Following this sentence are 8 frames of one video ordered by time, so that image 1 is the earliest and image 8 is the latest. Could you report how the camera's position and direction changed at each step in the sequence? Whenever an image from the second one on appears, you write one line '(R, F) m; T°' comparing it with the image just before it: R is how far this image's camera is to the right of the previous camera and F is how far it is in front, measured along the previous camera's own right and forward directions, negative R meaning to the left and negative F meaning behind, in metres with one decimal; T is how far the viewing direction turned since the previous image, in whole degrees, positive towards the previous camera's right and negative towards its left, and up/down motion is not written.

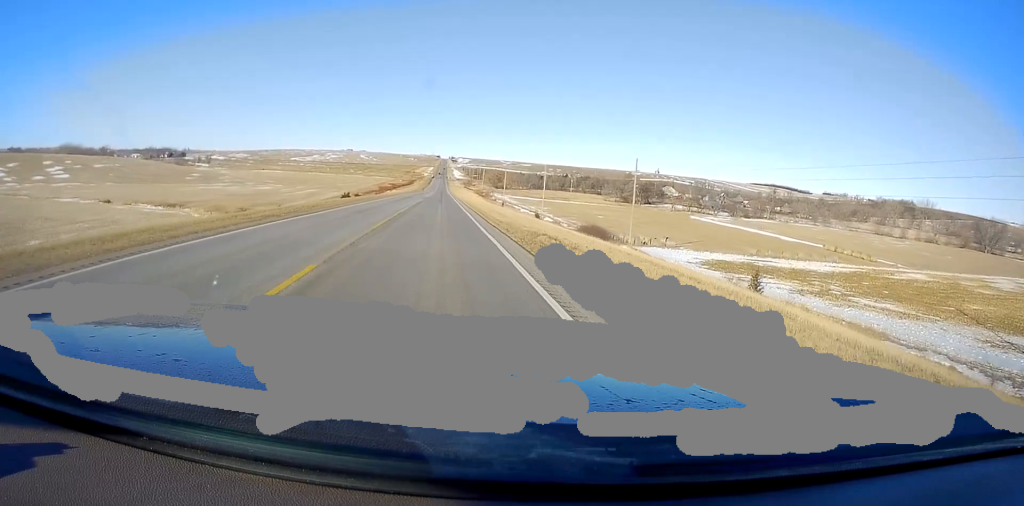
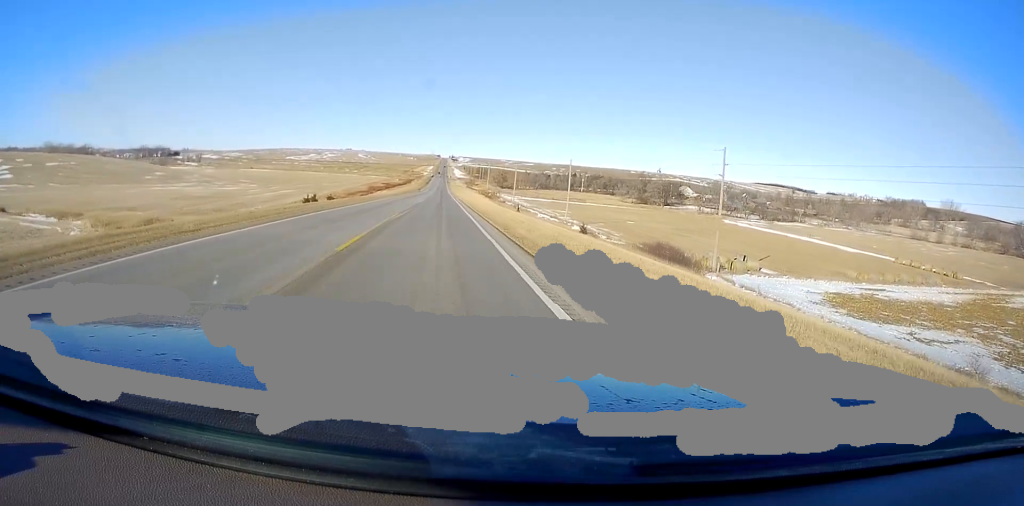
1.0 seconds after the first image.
(+0.3, +31.2) m; 0°
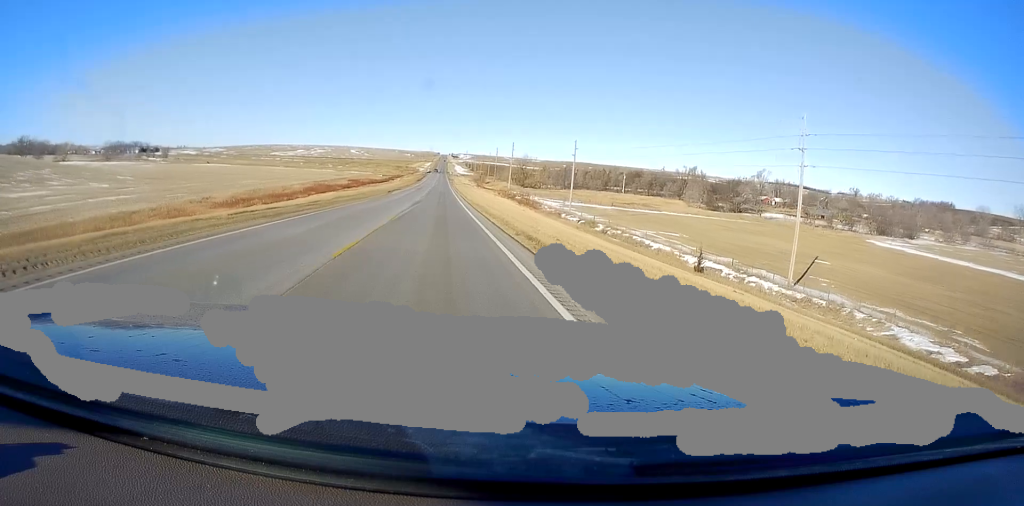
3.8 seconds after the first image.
(-0.6, +86.2) m; 0°
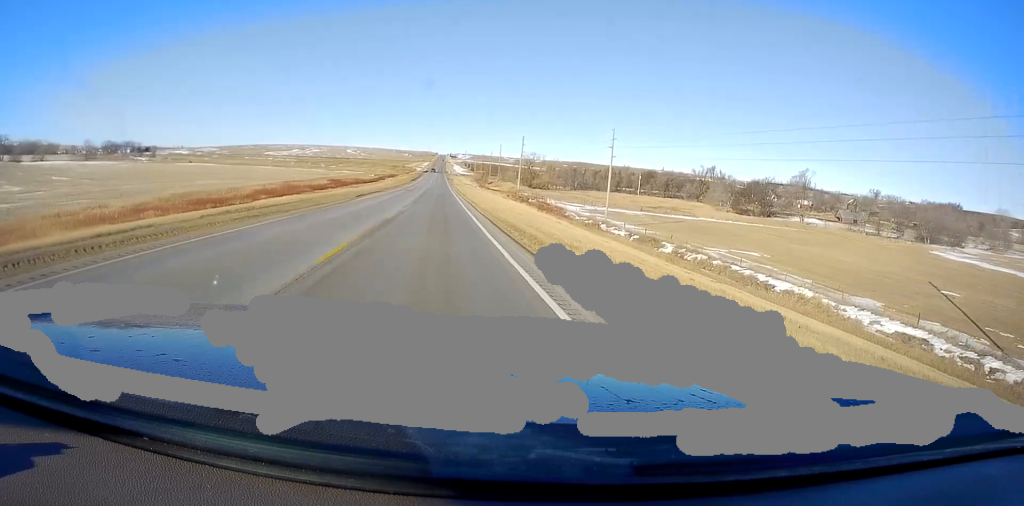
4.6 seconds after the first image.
(+0.3, +25.3) m; 0°
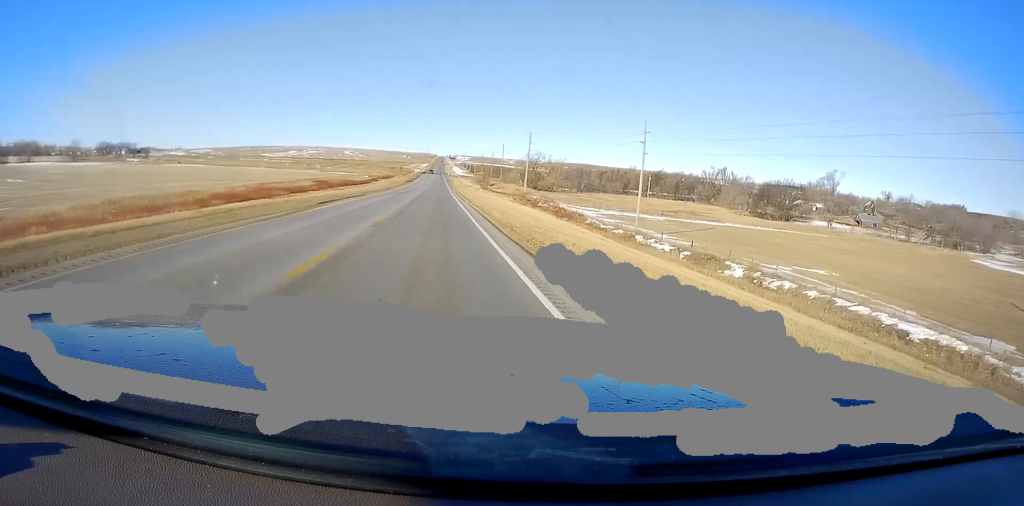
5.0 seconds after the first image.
(-0.2, +14.0) m; 0°
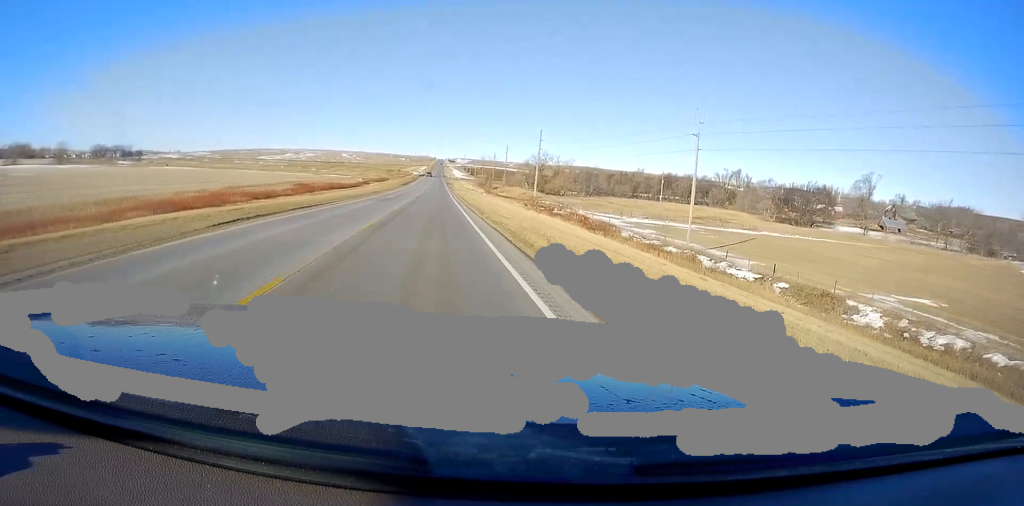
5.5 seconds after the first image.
(-0.1, +15.5) m; 0°
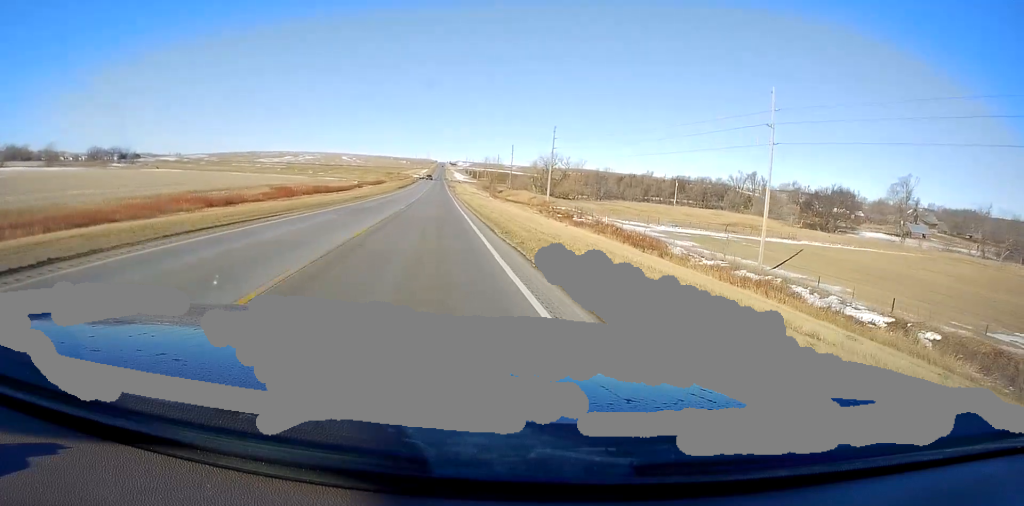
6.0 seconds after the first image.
(0.0, +13.5) m; 0°
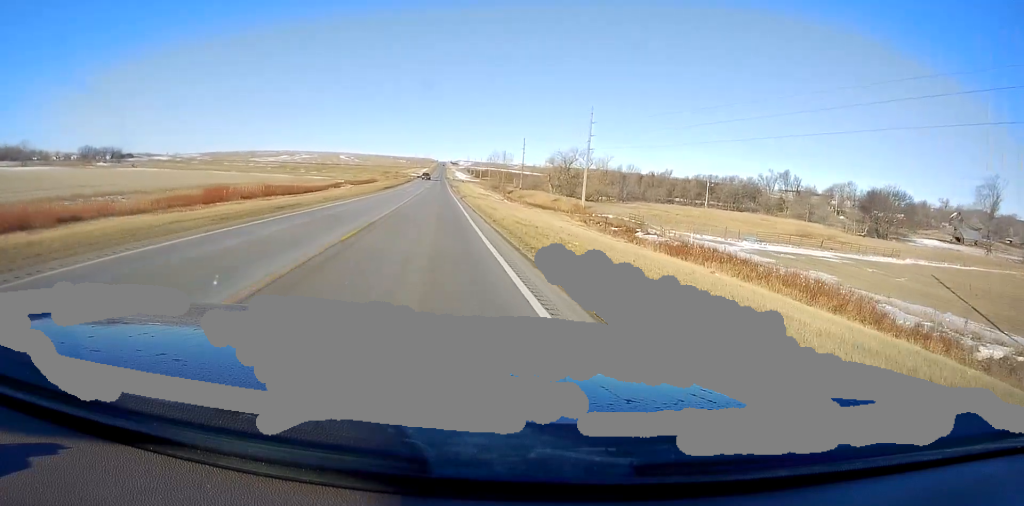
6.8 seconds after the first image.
(+0.2, +26.9) m; +1°
